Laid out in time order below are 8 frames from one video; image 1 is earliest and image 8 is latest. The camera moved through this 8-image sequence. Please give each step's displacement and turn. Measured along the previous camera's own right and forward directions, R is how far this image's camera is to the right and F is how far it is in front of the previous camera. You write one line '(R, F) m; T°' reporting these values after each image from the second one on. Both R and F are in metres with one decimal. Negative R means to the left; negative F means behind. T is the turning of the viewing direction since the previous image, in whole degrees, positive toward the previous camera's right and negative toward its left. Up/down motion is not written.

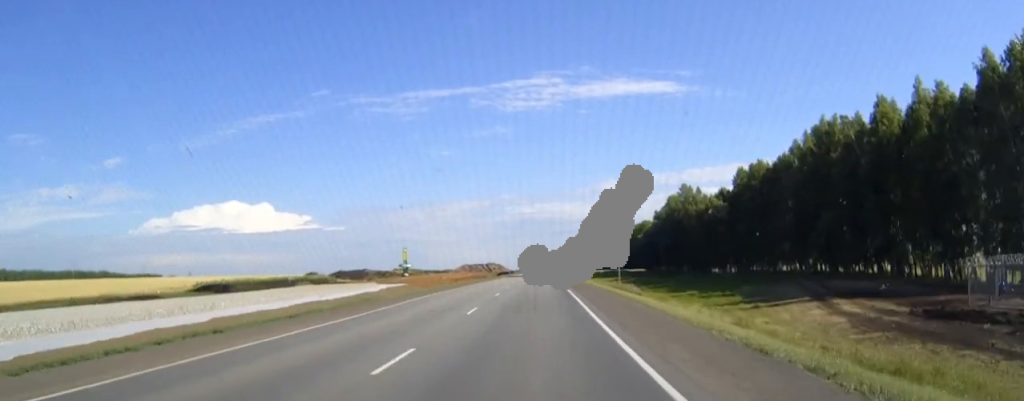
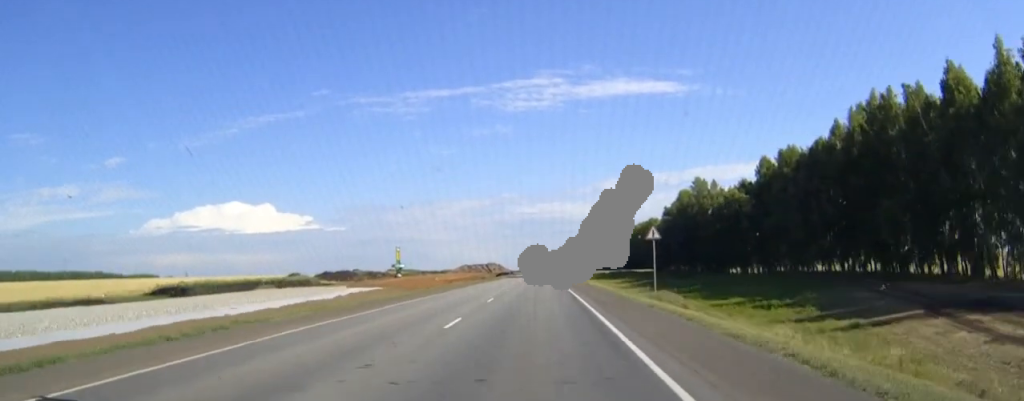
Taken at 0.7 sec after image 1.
(0.0, +17.3) m; 0°
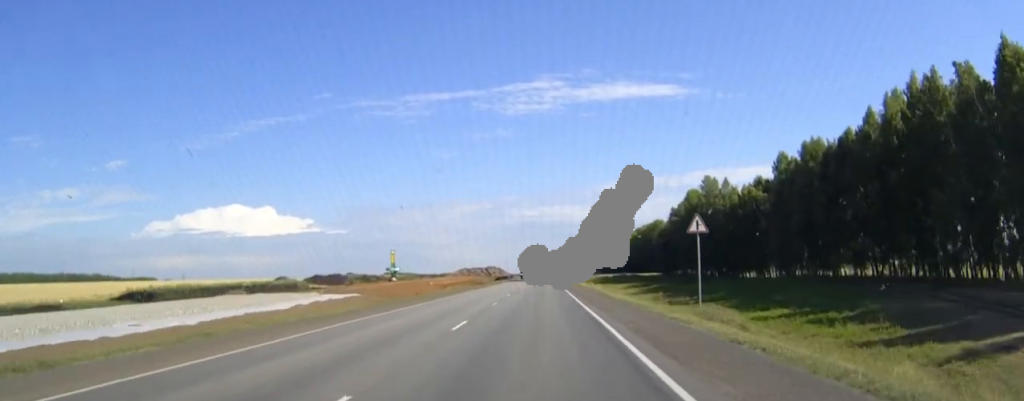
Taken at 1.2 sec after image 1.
(0.0, +11.0) m; 0°
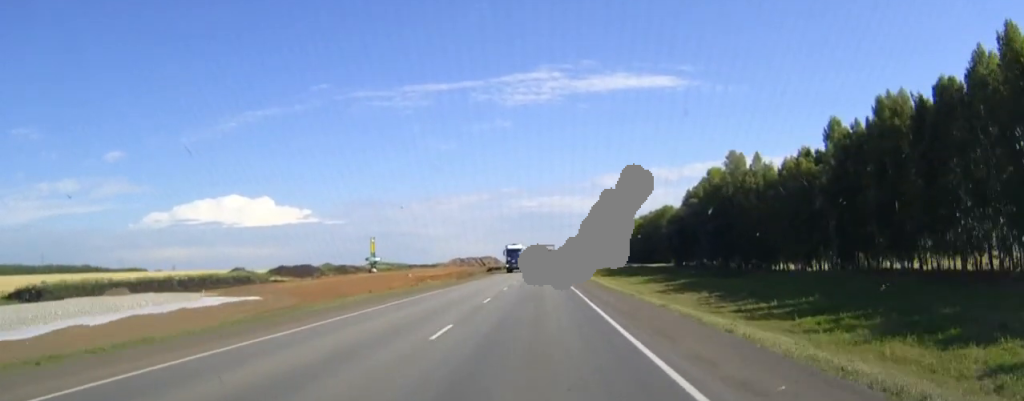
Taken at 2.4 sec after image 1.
(0.0, +27.8) m; 0°
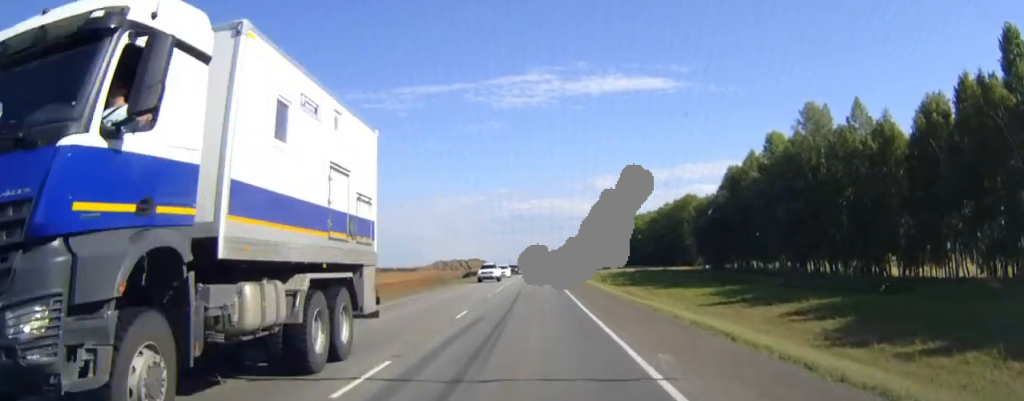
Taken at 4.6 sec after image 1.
(+0.3, +53.5) m; 0°
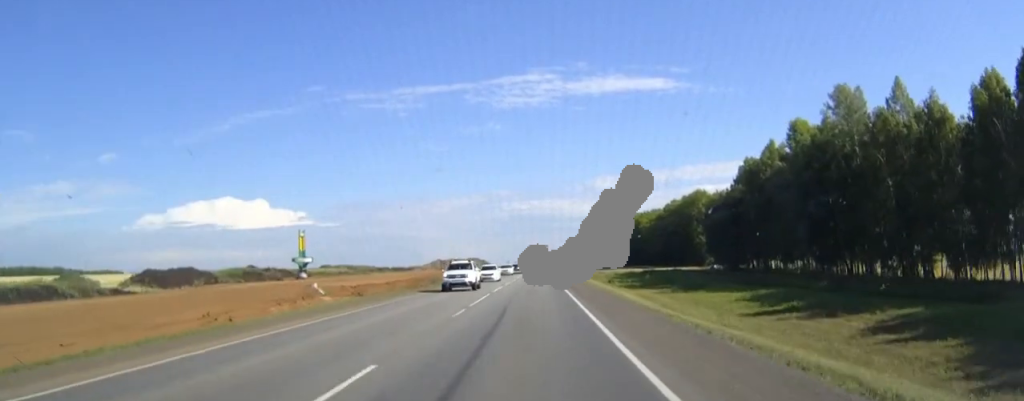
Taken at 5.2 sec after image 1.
(0.0, +12.5) m; 0°
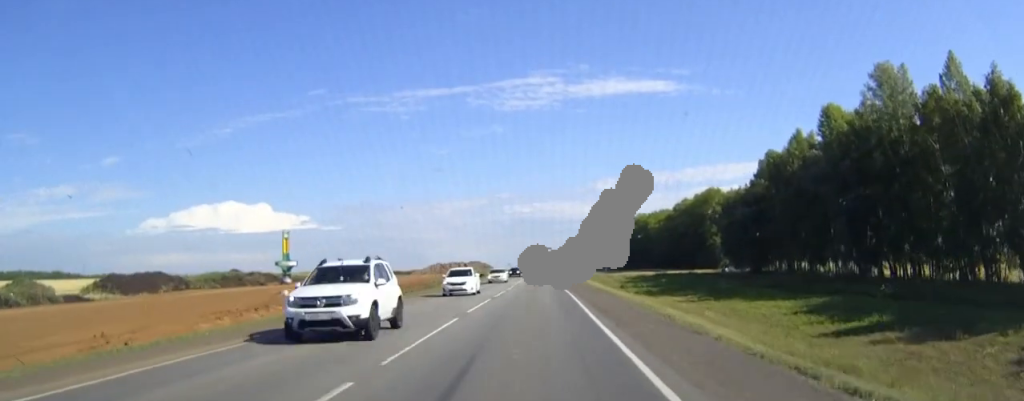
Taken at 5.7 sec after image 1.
(0.0, +13.3) m; 0°
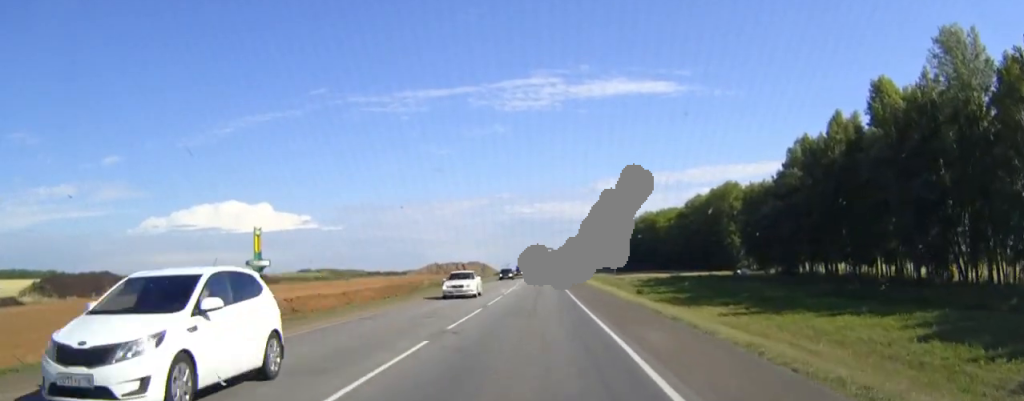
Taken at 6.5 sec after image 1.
(0.0, +17.2) m; 0°
